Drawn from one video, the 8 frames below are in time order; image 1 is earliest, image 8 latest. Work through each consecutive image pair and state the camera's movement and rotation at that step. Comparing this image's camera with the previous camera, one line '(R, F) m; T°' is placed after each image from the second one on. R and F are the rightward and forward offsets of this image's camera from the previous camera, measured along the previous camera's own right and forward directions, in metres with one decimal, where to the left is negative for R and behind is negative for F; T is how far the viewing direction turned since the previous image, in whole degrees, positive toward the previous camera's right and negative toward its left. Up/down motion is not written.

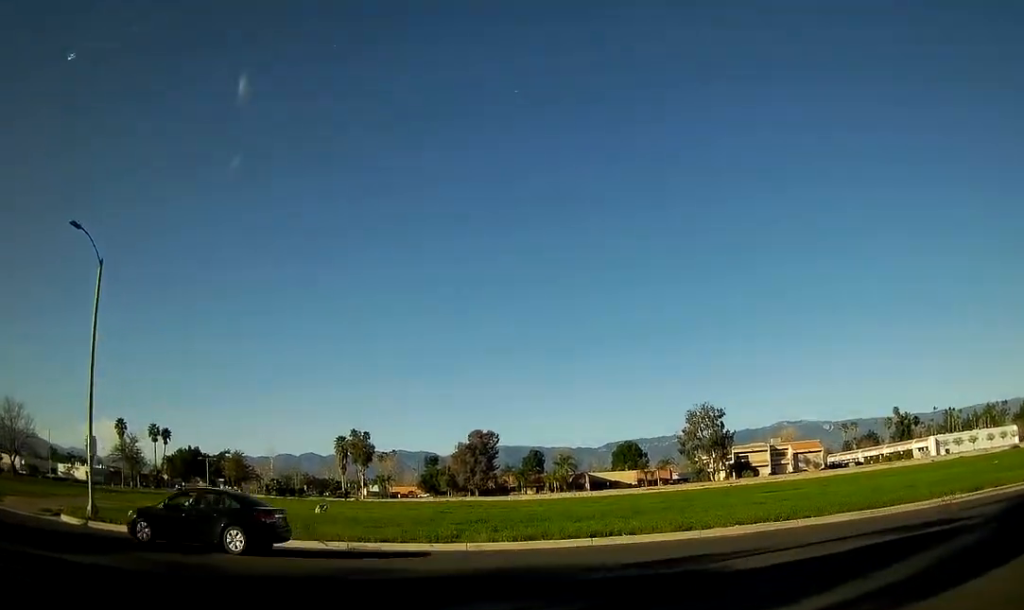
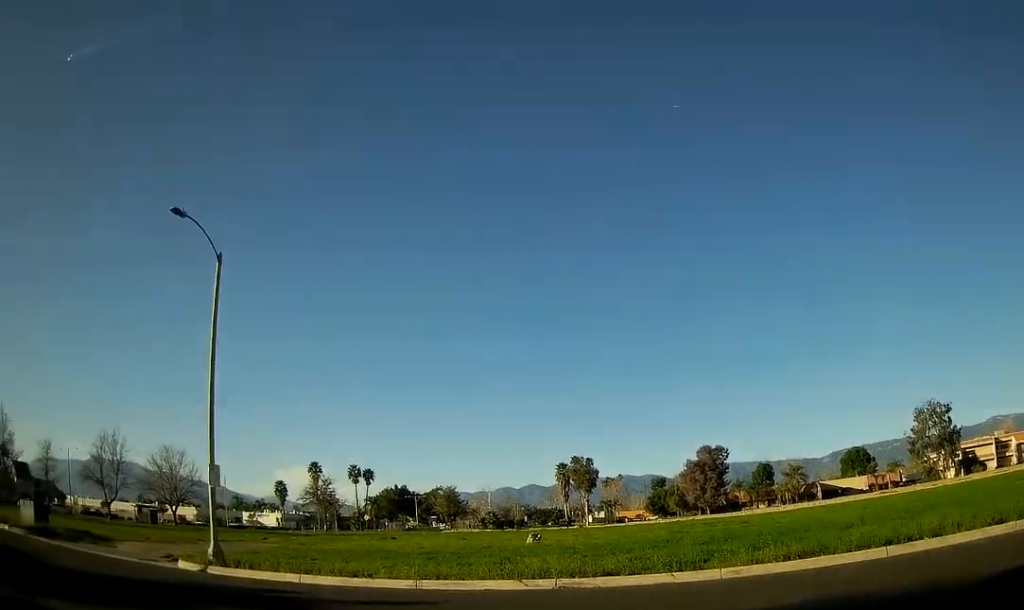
(-1.9, +5.7) m; -40°
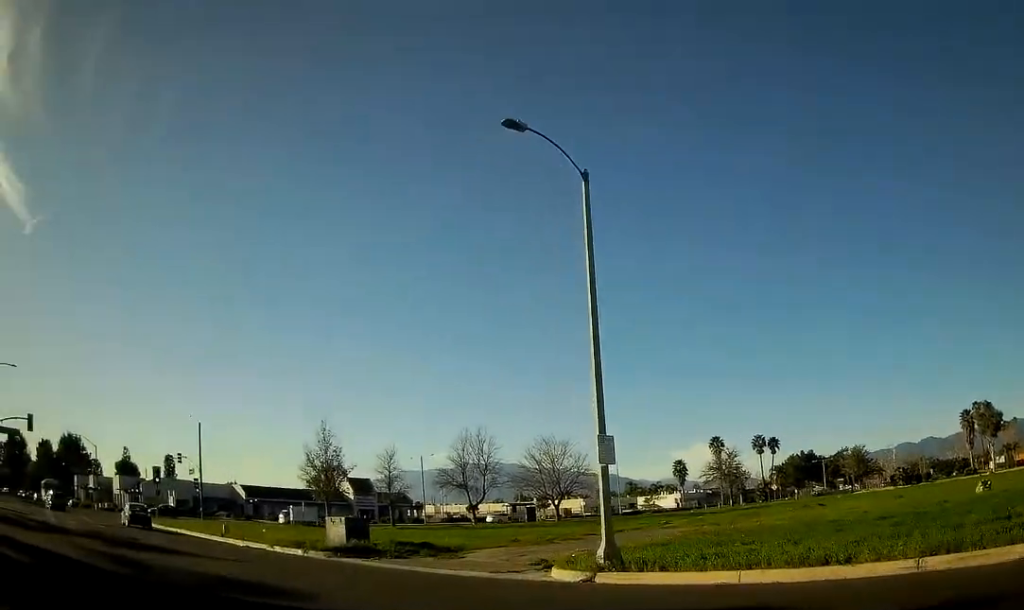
(-0.6, +3.7) m; -16°
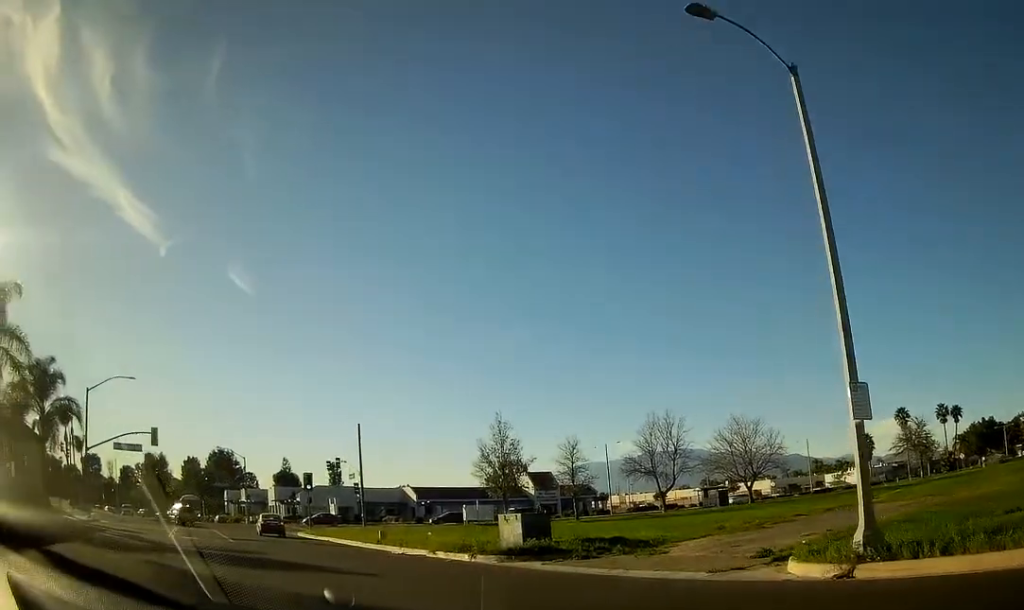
(-0.2, +3.7) m; -6°
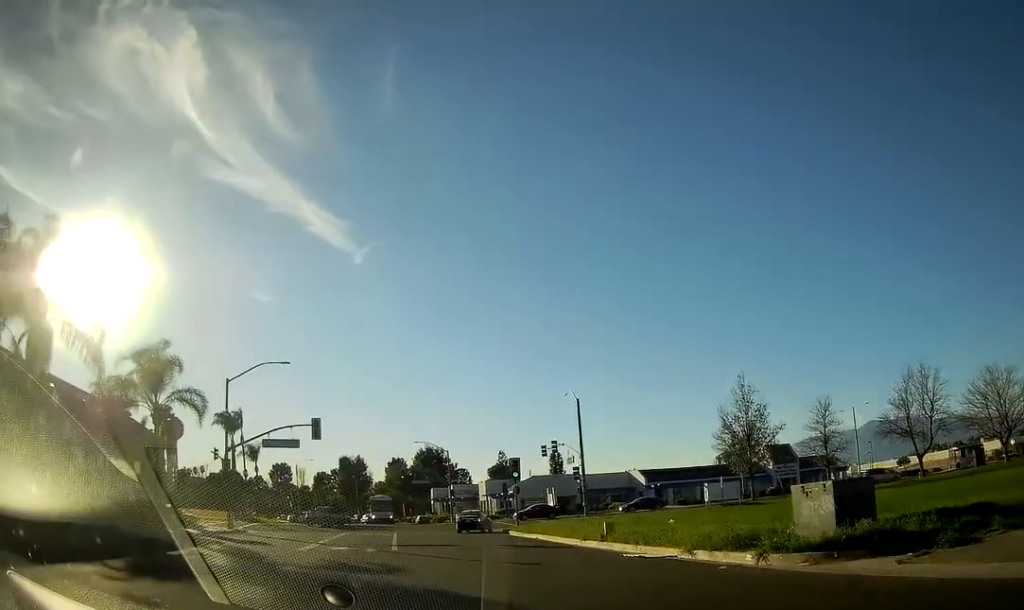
(-0.7, +8.7) m; -12°
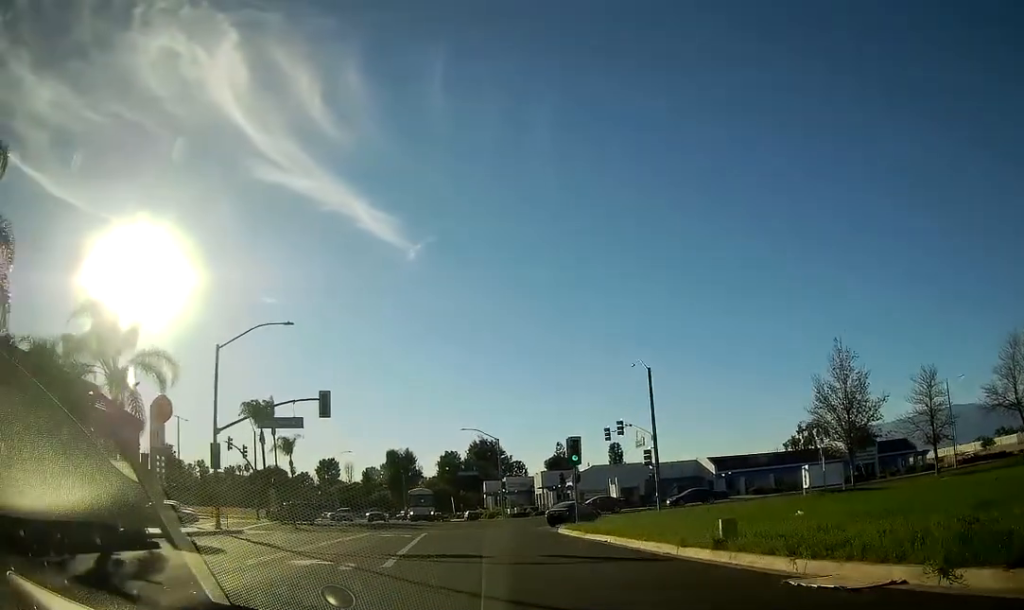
(-1.0, +9.1) m; -10°
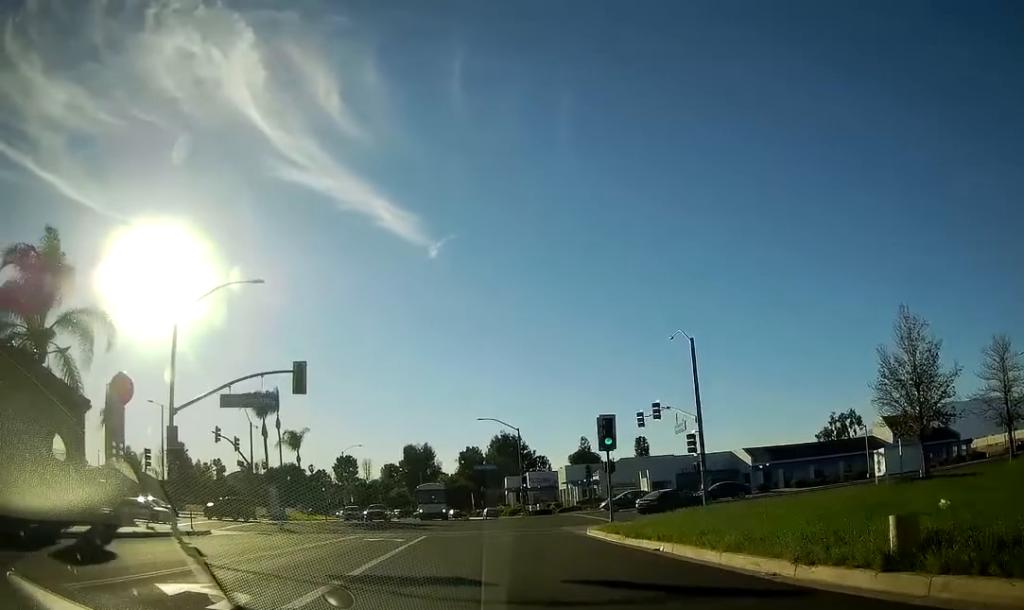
(-0.4, +6.9) m; -3°
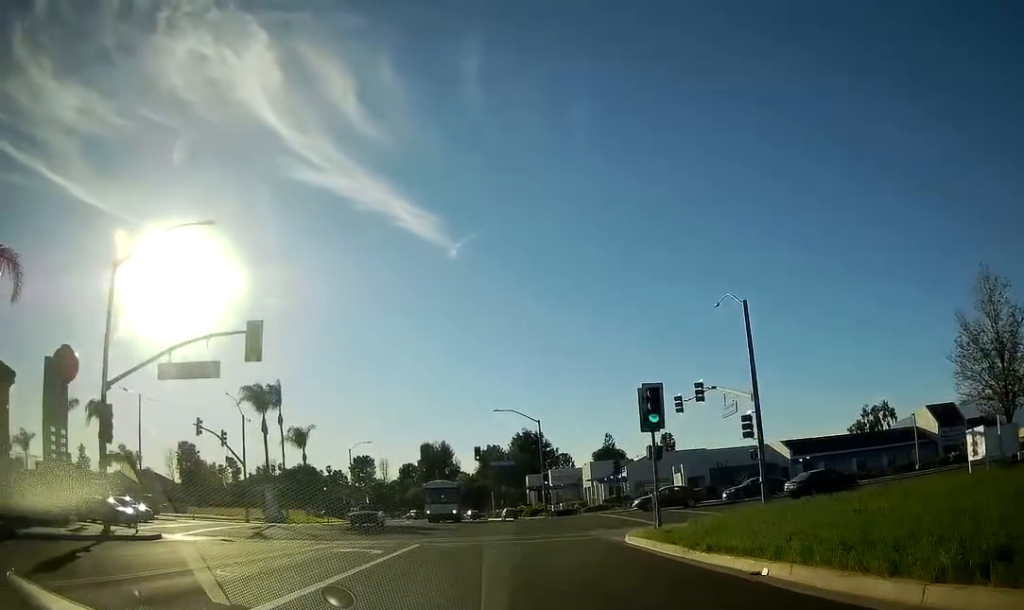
(-0.1, +7.8) m; -1°
